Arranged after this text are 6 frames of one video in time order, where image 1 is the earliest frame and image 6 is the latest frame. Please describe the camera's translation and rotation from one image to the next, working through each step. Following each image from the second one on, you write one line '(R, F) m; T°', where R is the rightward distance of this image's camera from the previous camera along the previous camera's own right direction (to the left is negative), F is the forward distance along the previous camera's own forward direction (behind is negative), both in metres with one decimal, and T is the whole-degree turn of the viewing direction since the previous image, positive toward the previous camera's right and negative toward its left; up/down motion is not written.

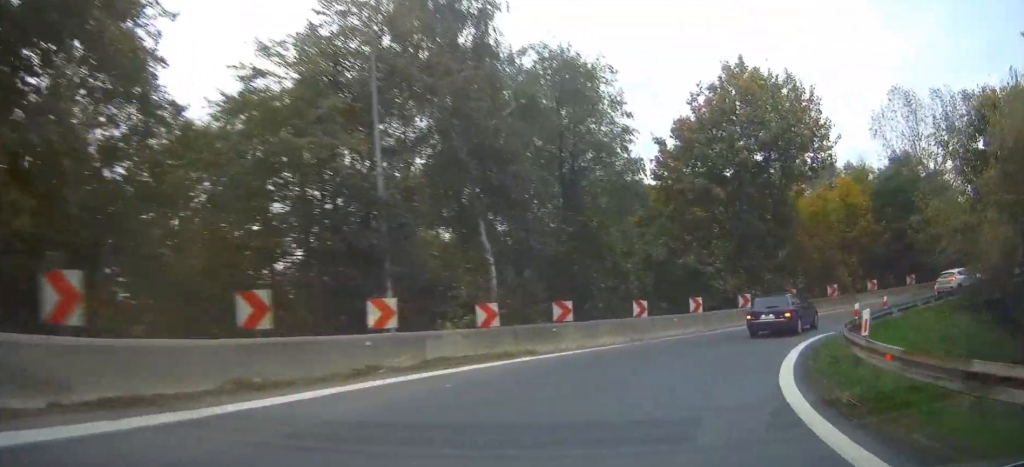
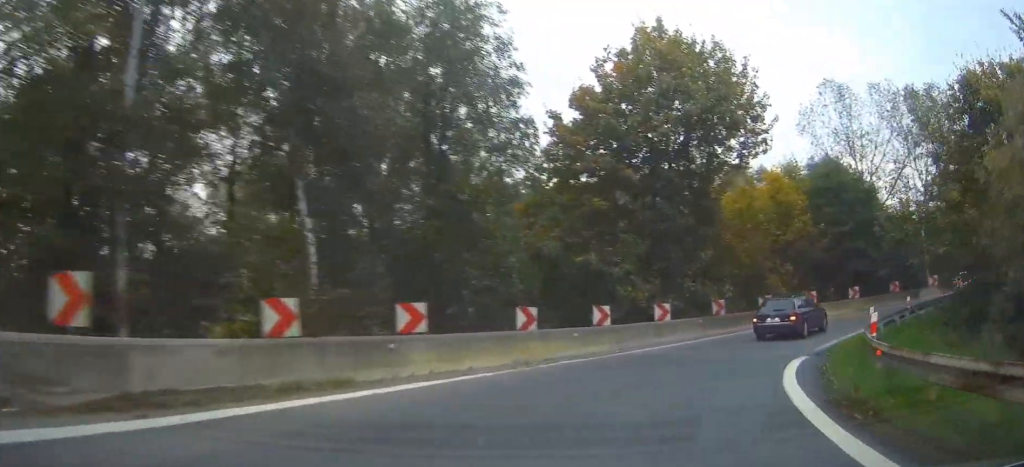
(+0.5, +7.5) m; +9°
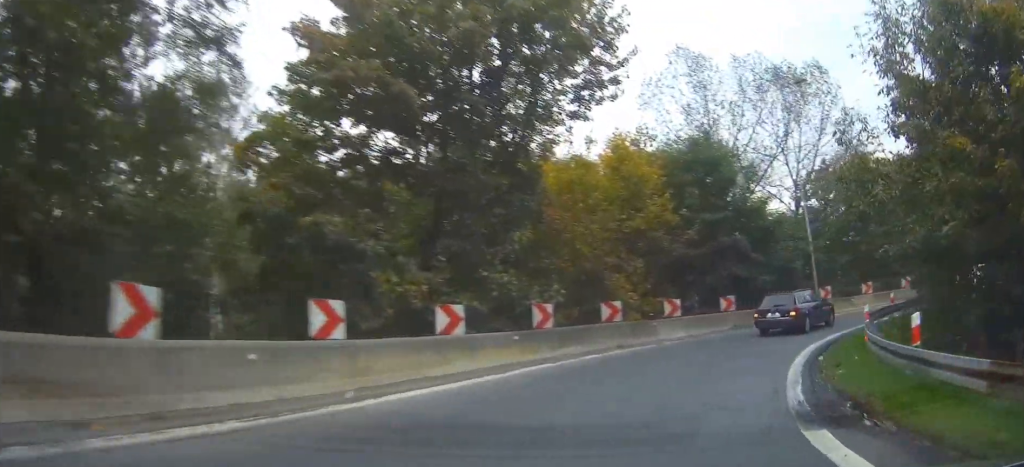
(+1.5, +11.2) m; +16°
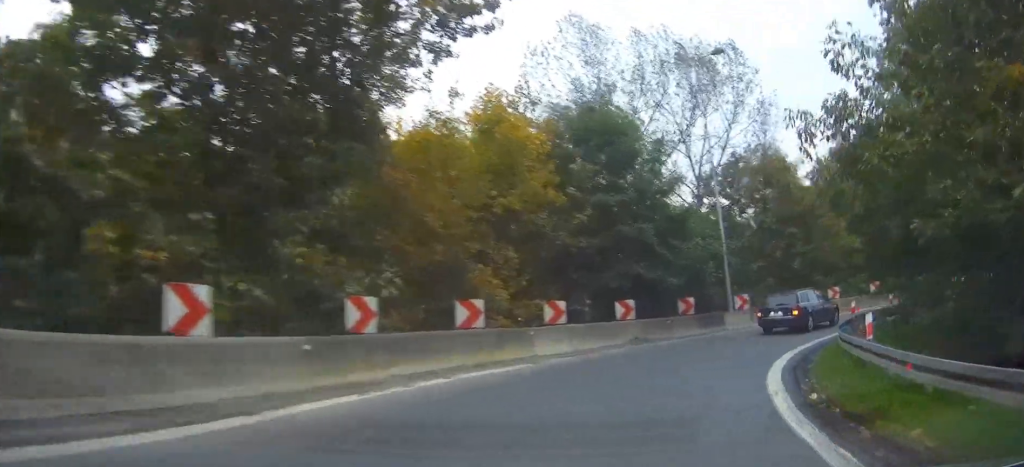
(+0.5, +6.9) m; +10°
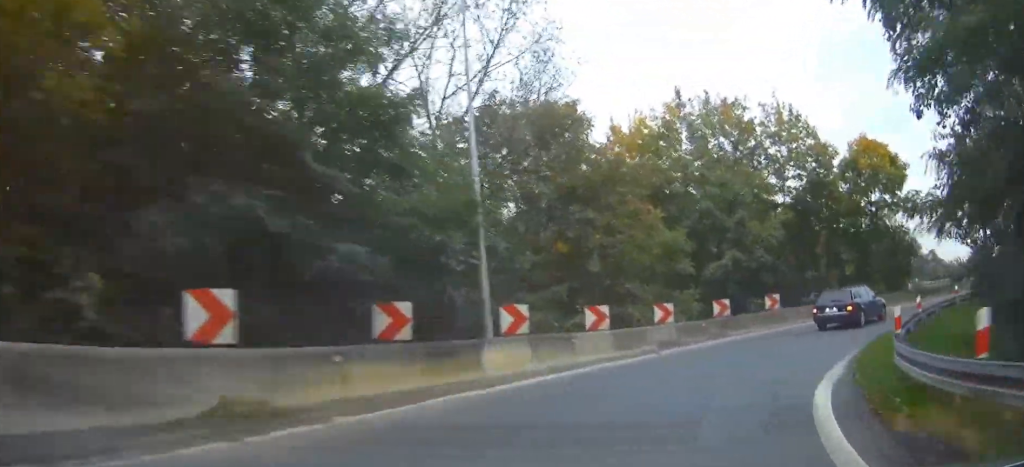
(+3.0, +15.7) m; +24°
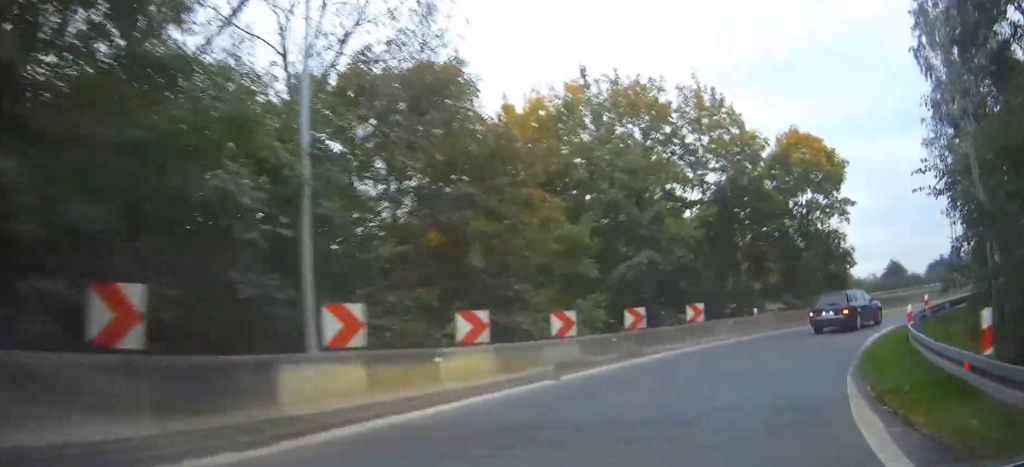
(+0.5, +5.2) m; +10°
